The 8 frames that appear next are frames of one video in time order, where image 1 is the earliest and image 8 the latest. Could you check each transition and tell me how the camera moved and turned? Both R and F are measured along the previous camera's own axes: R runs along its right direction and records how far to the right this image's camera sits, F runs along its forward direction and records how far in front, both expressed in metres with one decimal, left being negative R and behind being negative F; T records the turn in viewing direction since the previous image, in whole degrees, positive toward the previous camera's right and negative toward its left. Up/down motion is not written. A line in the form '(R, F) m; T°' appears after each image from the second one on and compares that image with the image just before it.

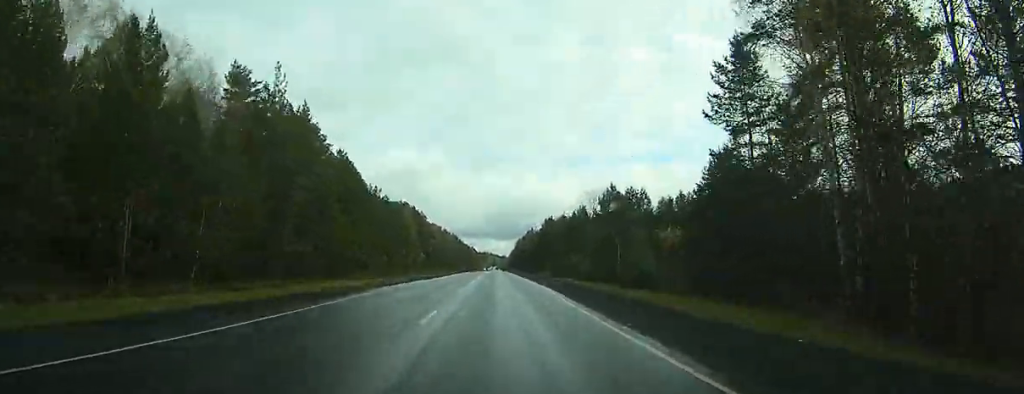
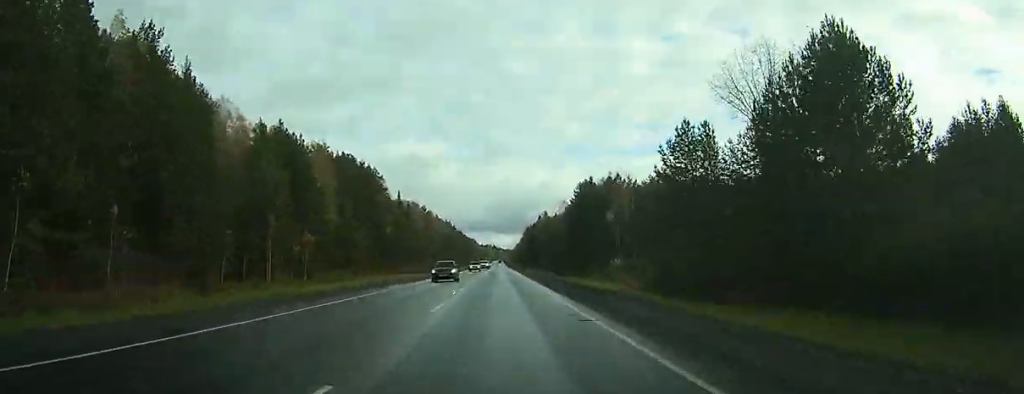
(-0.4, +89.8) m; -1°
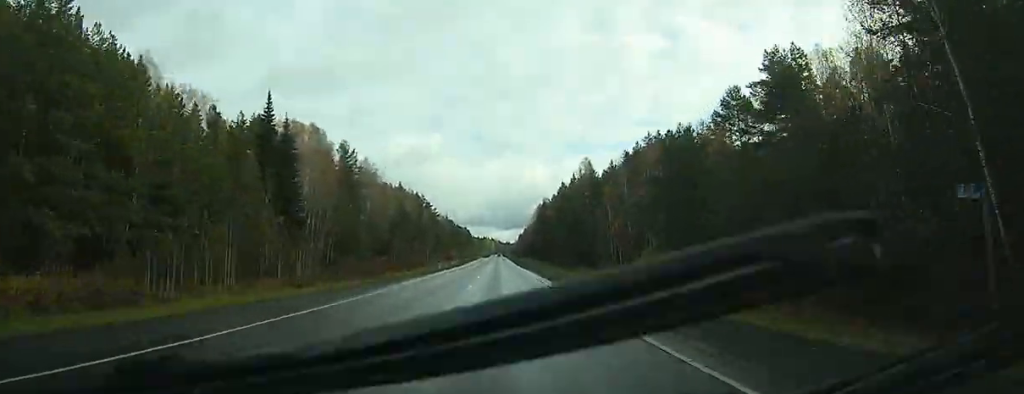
(-2.0, +136.5) m; 0°
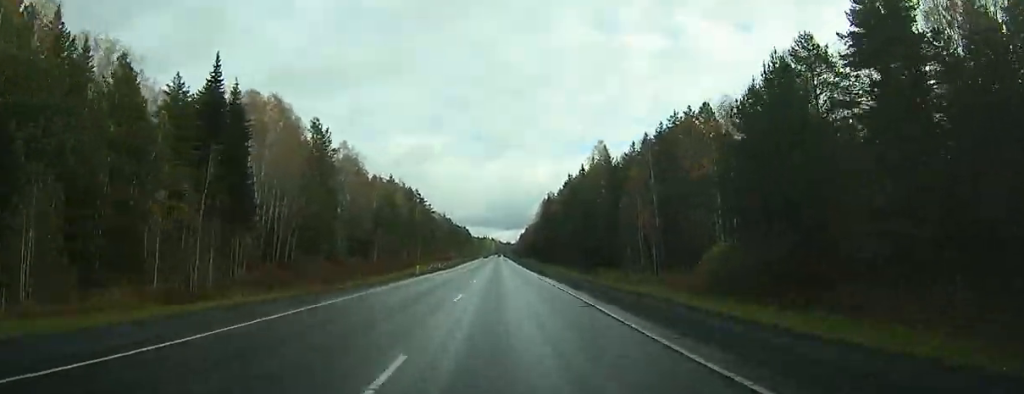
(+0.6, +19.7) m; 0°
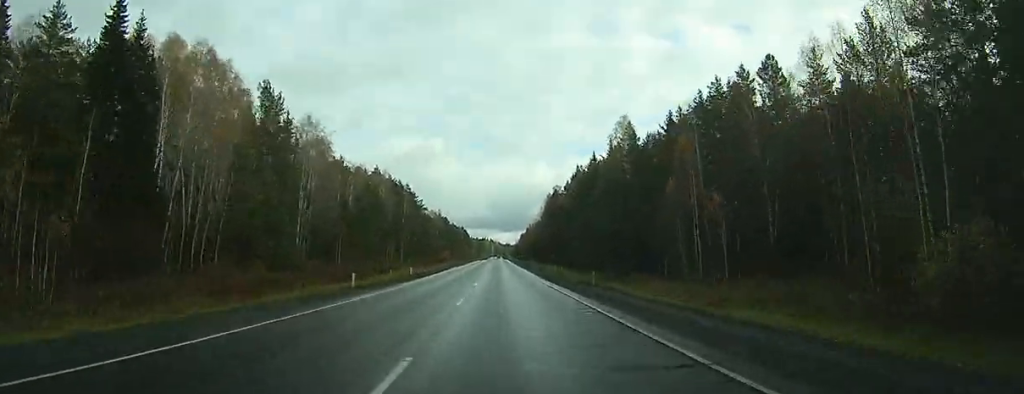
(-0.2, +21.5) m; 0°
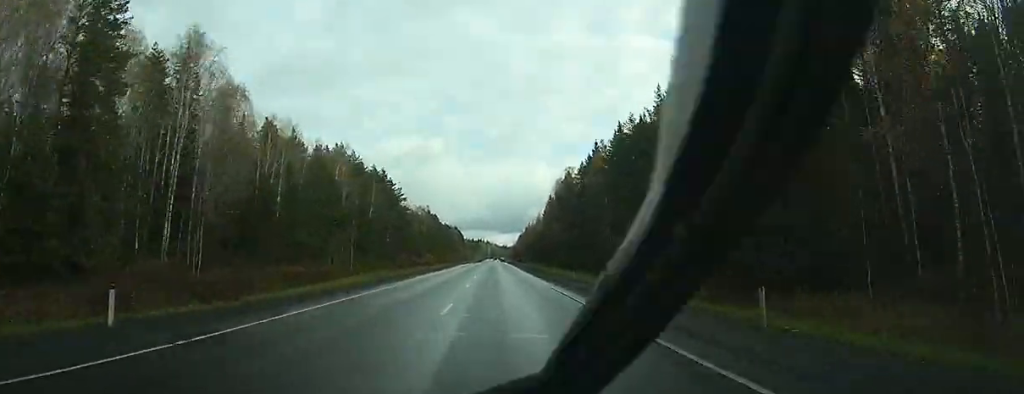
(-0.7, +33.9) m; 0°
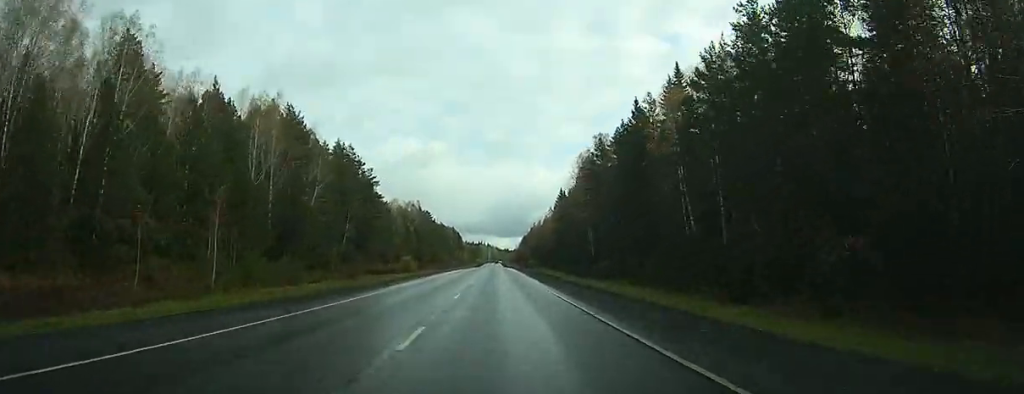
(+0.5, +32.8) m; +2°
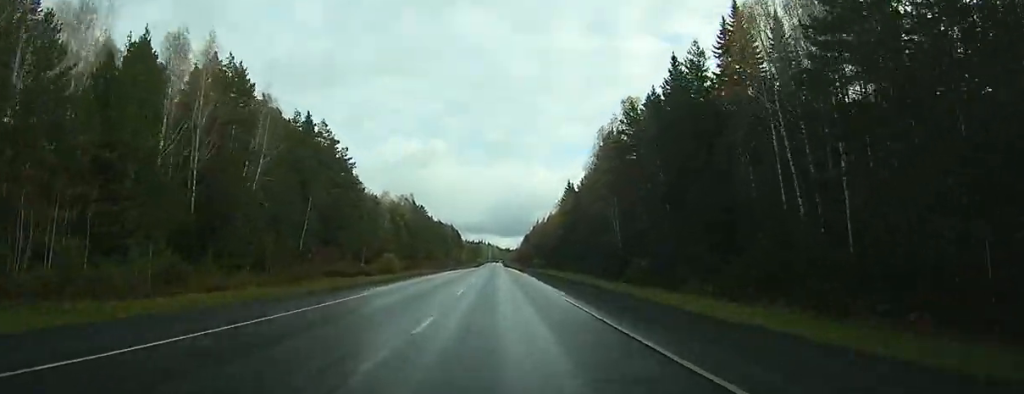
(+0.4, +18.6) m; 0°
